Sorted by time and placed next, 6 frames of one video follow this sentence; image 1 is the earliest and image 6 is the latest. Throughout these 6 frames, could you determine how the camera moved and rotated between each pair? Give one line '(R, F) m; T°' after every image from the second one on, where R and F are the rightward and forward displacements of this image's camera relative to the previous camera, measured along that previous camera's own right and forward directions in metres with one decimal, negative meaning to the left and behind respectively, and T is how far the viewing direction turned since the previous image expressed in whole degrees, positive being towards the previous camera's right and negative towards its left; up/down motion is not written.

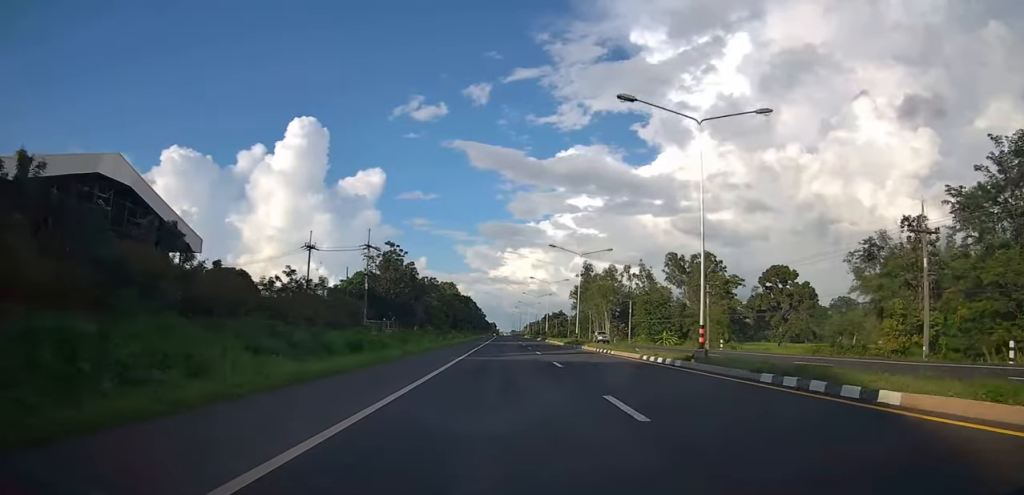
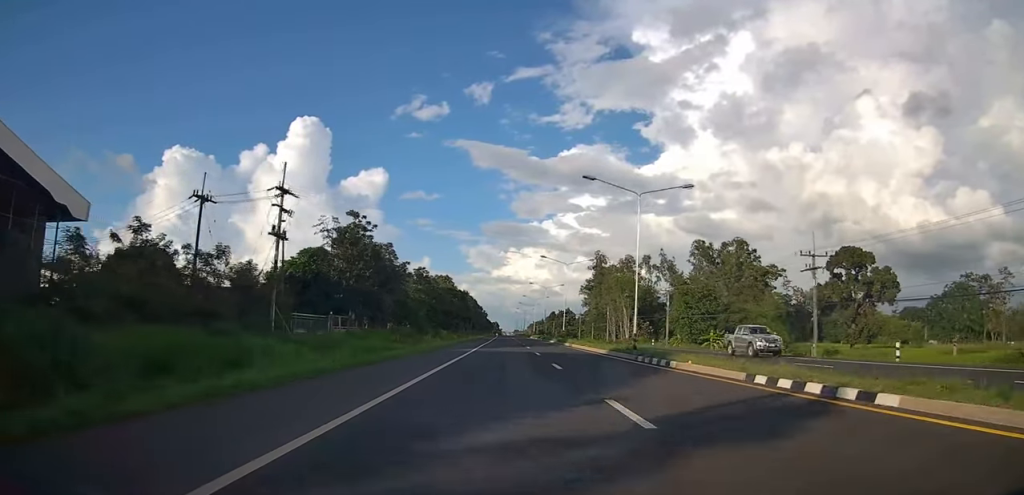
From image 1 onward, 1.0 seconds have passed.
(-0.1, +24.9) m; 0°
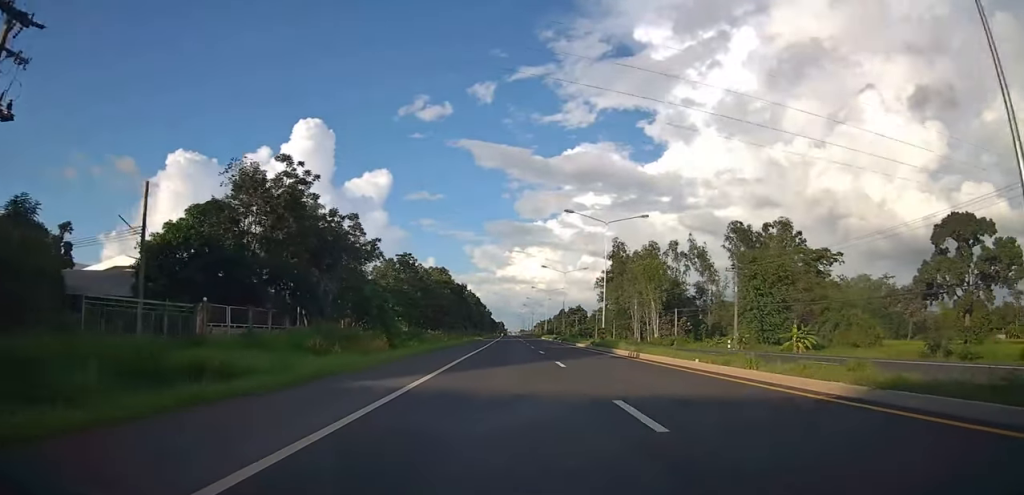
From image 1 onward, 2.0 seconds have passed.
(+0.2, +24.6) m; +1°
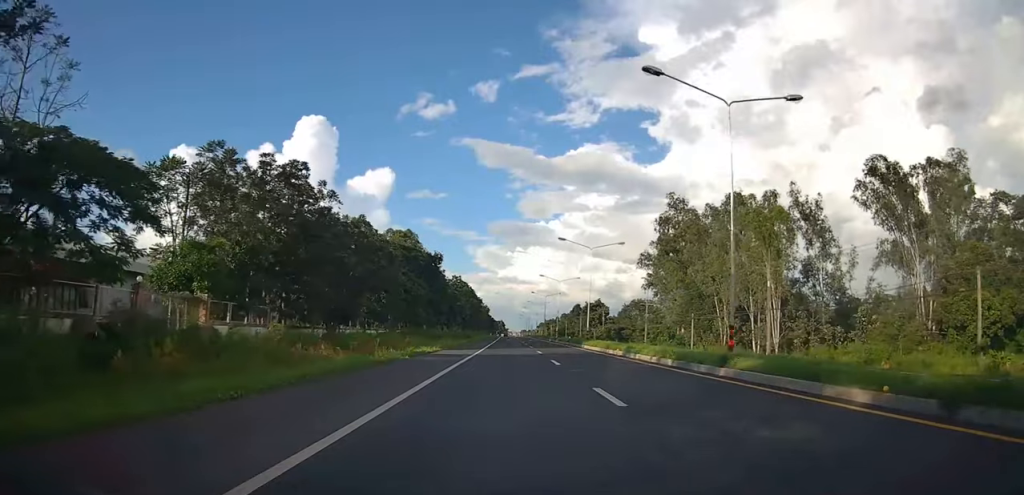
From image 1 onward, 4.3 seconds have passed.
(-0.8, +58.2) m; -2°
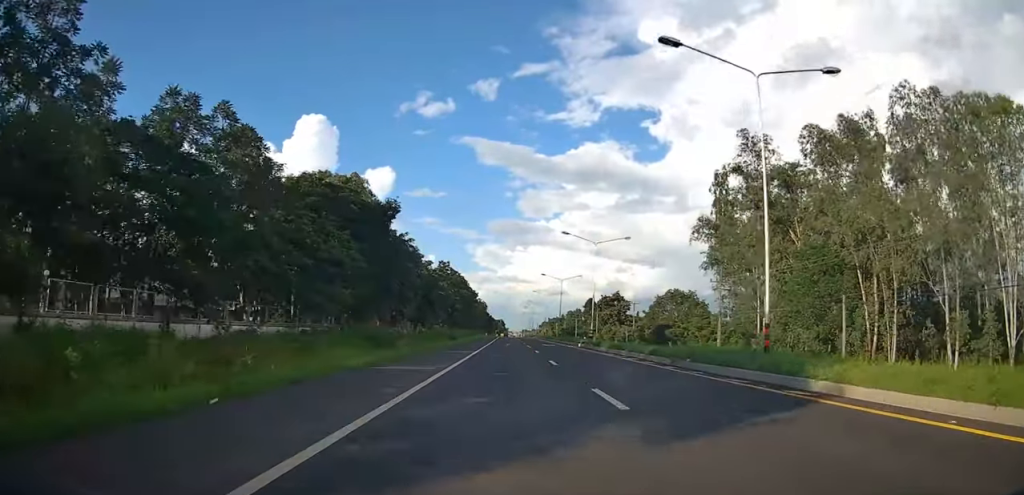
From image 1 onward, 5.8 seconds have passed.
(0.0, +37.3) m; 0°
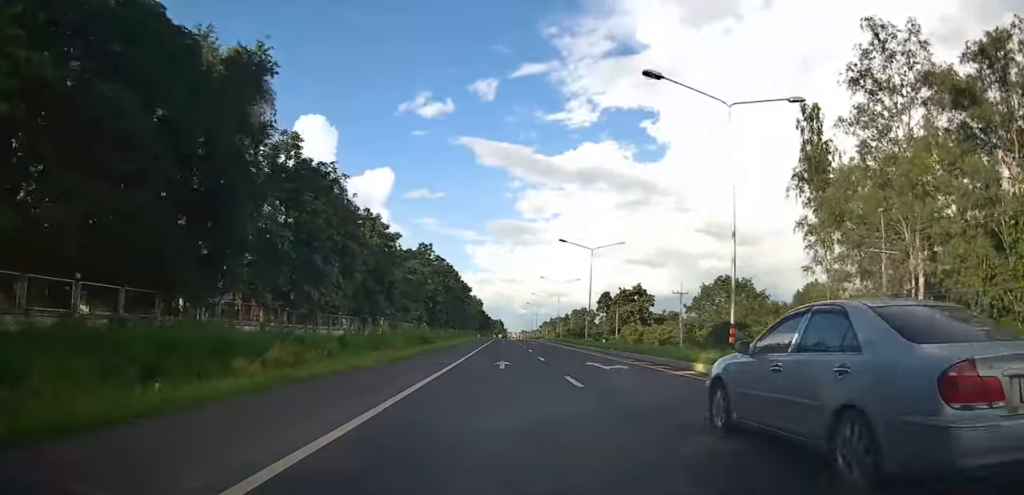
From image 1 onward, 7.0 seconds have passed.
(0.0, +32.3) m; 0°
